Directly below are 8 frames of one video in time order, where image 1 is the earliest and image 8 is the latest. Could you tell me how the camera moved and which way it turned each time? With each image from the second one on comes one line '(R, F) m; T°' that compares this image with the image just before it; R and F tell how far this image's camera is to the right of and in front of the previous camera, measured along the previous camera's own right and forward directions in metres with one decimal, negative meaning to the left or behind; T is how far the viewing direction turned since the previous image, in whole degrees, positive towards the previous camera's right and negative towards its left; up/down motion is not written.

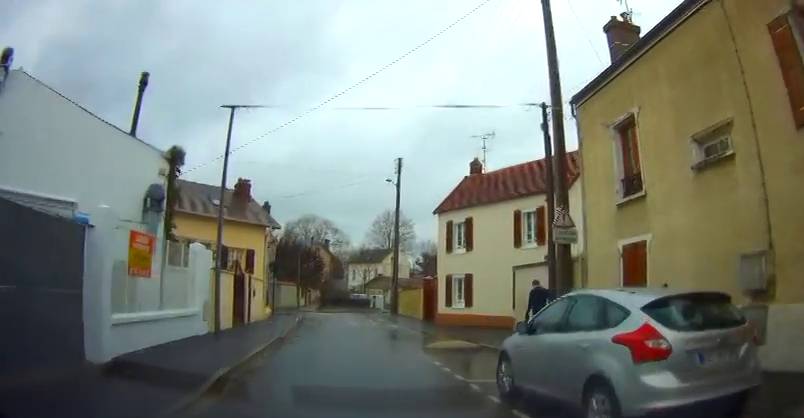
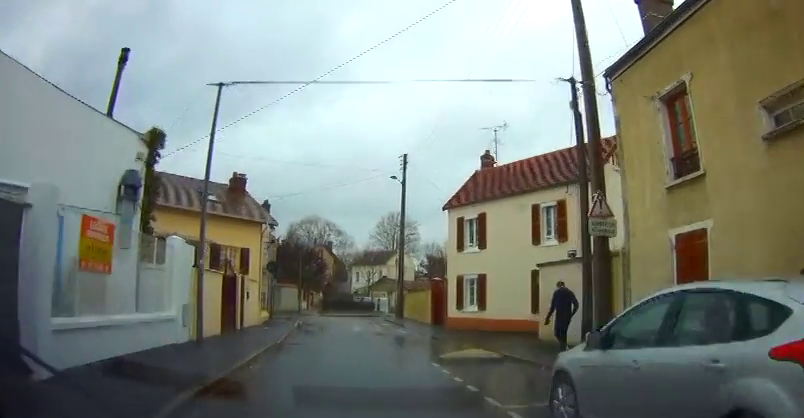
(-0.1, +1.8) m; -4°
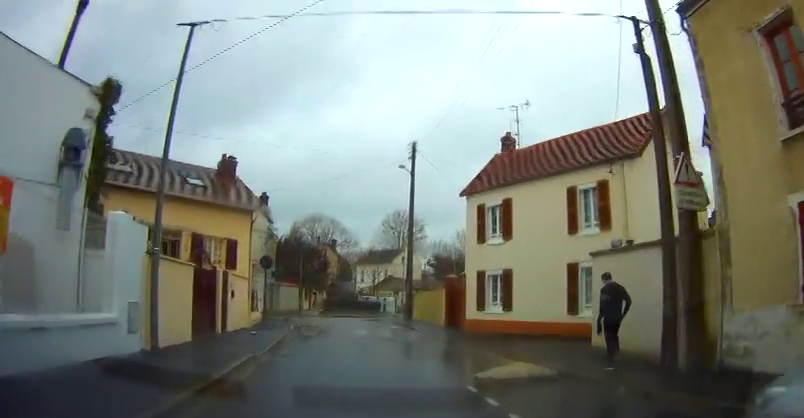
(-0.2, +3.0) m; -2°
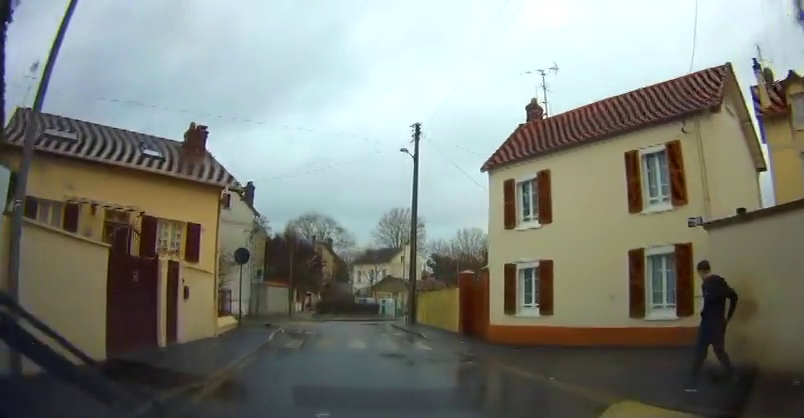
(-0.1, +4.2) m; +2°
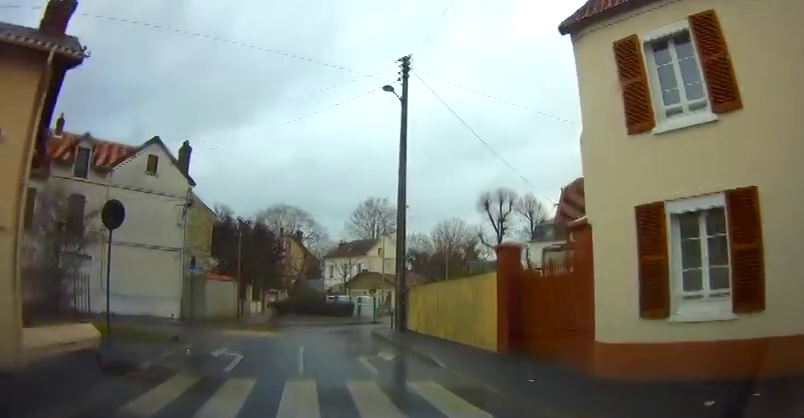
(+0.6, +9.3) m; +5°
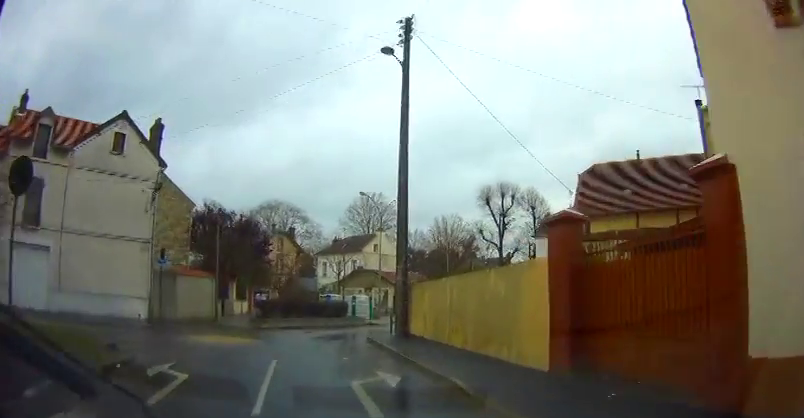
(0.0, +3.6) m; +4°
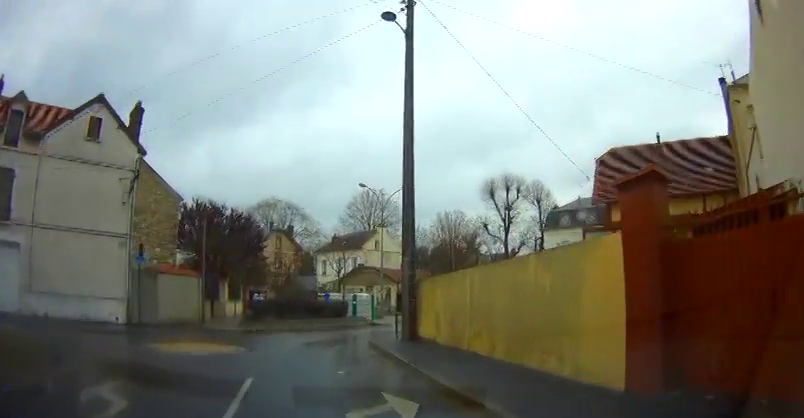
(+0.1, +2.4) m; 0°
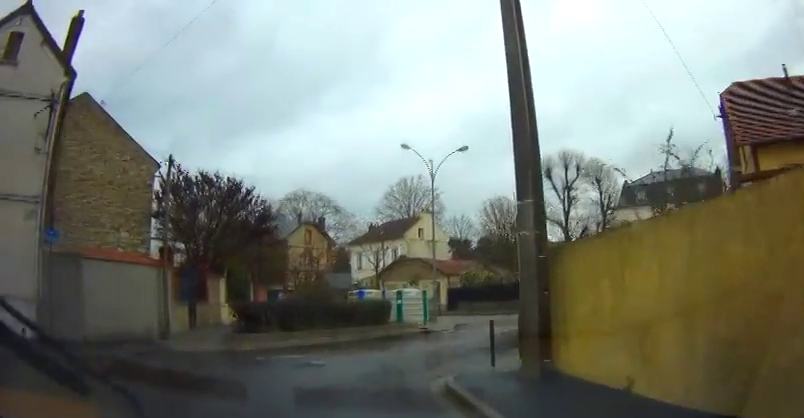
(-0.6, +8.9) m; -11°
